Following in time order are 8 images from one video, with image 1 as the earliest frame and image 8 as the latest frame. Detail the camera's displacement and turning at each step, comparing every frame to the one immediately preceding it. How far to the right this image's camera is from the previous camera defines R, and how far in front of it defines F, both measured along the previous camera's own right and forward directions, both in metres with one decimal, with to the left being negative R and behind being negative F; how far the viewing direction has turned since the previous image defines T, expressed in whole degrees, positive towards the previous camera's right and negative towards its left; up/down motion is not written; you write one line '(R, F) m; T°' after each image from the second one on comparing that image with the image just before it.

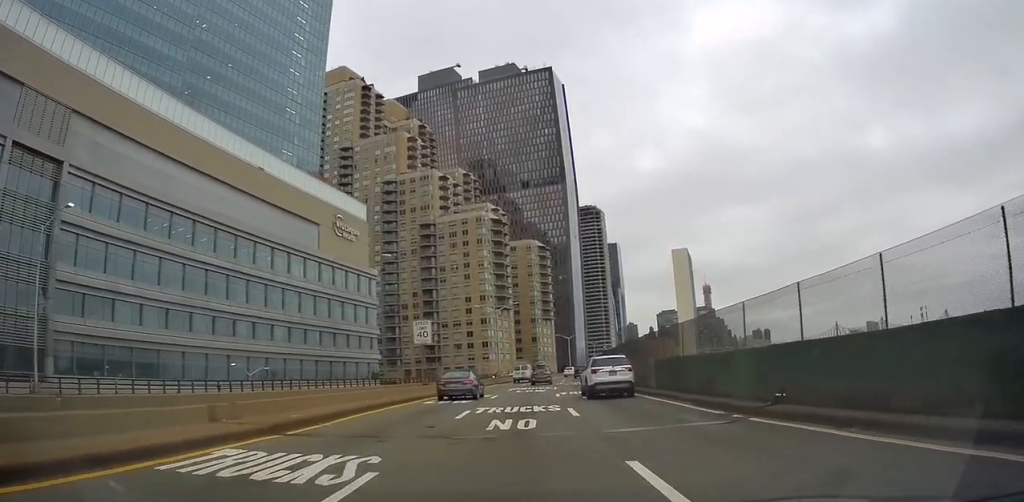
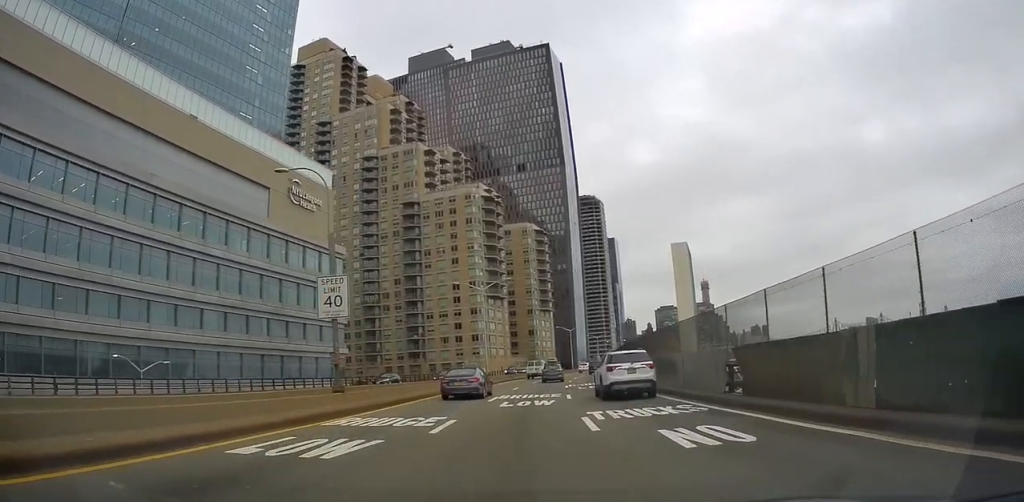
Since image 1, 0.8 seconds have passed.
(-0.1, +16.9) m; 0°
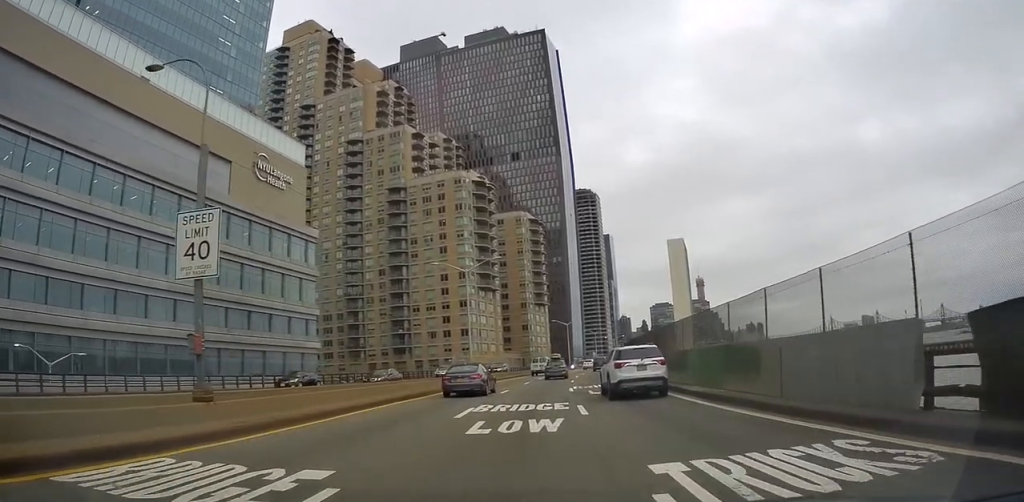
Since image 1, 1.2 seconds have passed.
(0.0, +9.0) m; 0°
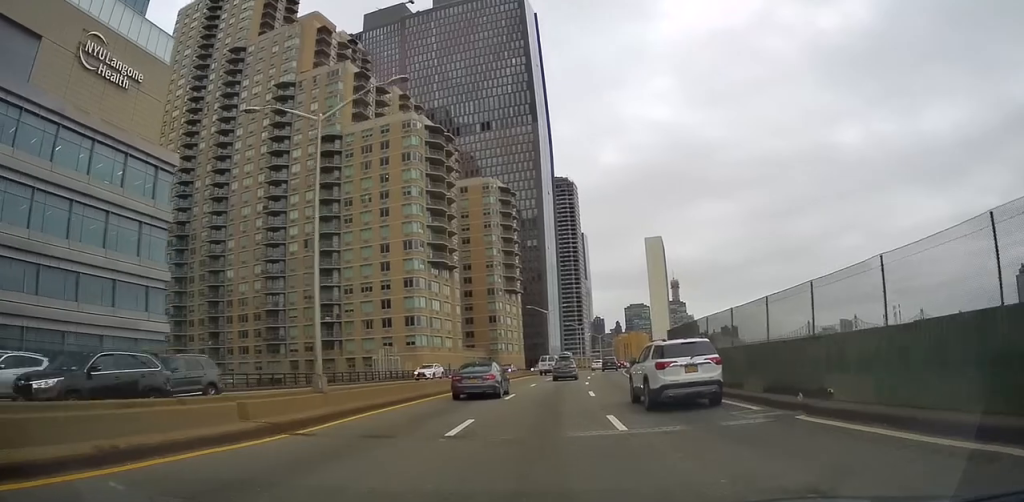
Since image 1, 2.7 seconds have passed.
(+0.4, +29.1) m; +2°
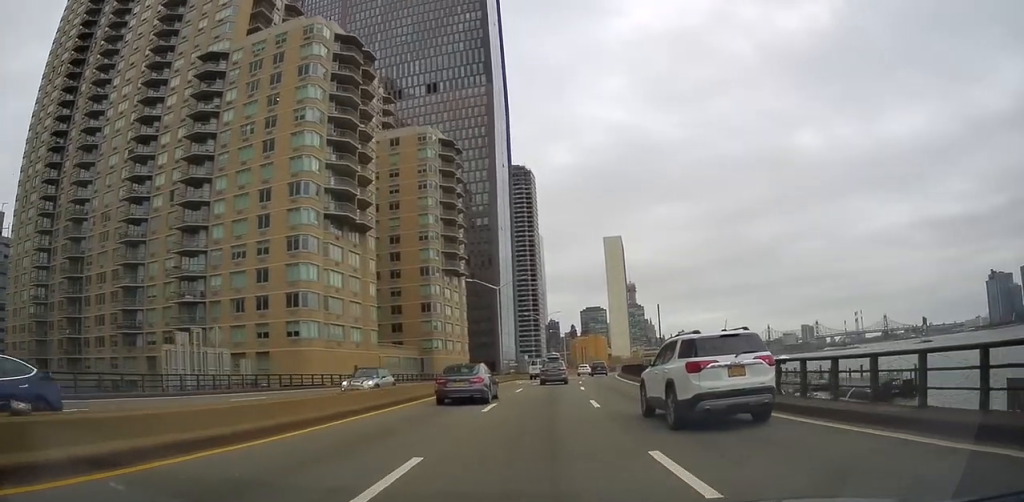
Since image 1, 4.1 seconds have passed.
(+0.4, +29.1) m; +2°
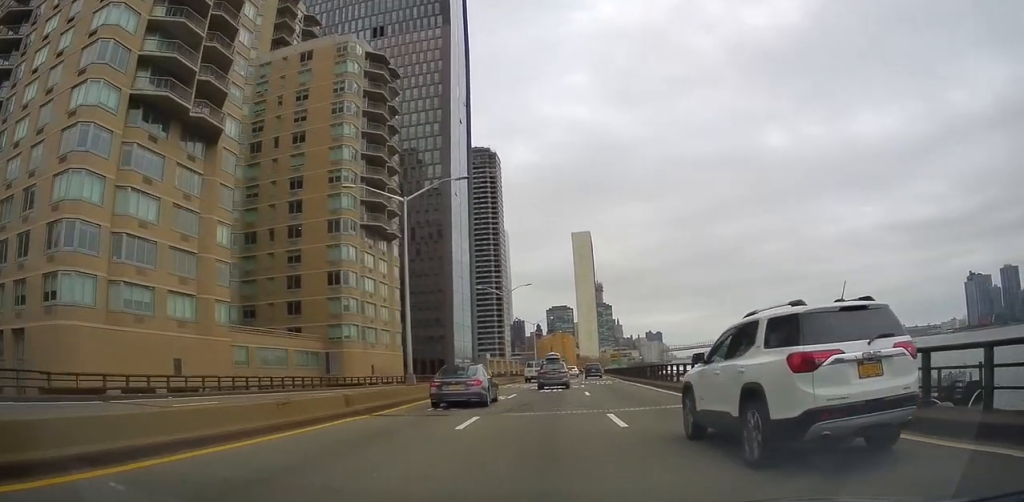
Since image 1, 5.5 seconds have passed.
(+1.0, +29.6) m; +5°
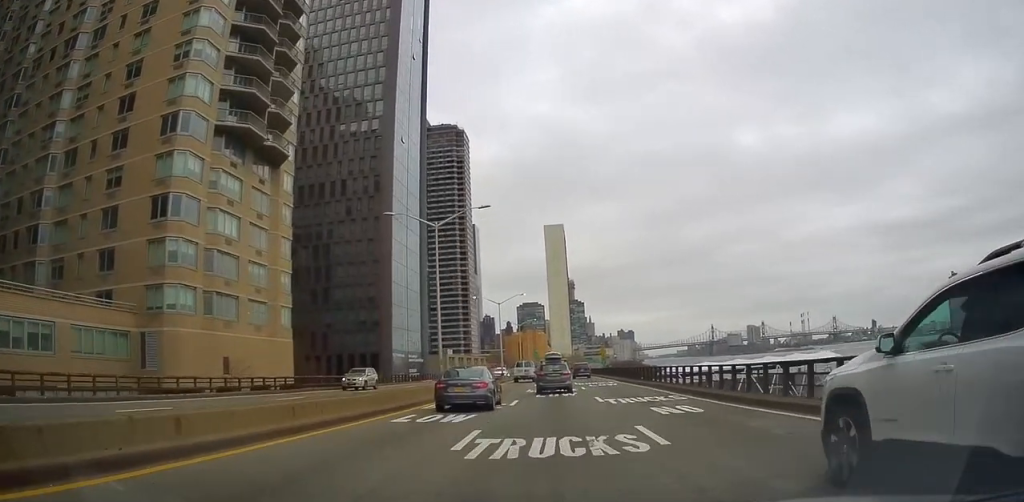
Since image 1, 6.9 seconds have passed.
(+1.0, +28.2) m; +3°
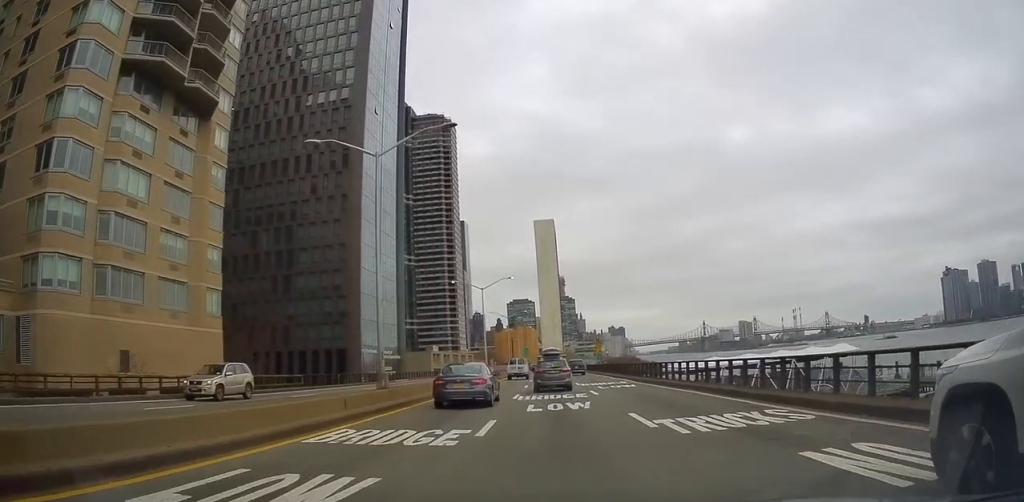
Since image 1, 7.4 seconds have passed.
(0.0, +10.3) m; +1°
